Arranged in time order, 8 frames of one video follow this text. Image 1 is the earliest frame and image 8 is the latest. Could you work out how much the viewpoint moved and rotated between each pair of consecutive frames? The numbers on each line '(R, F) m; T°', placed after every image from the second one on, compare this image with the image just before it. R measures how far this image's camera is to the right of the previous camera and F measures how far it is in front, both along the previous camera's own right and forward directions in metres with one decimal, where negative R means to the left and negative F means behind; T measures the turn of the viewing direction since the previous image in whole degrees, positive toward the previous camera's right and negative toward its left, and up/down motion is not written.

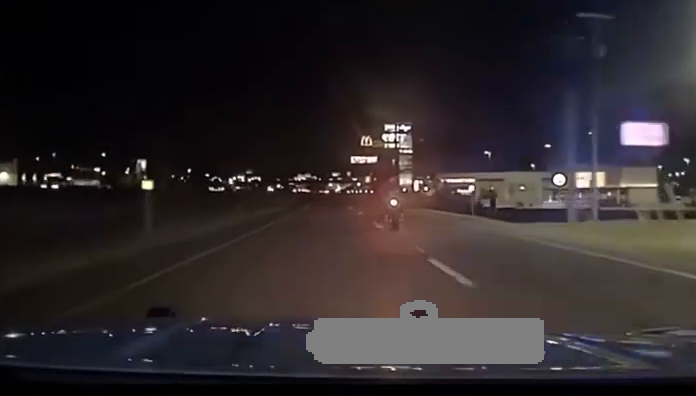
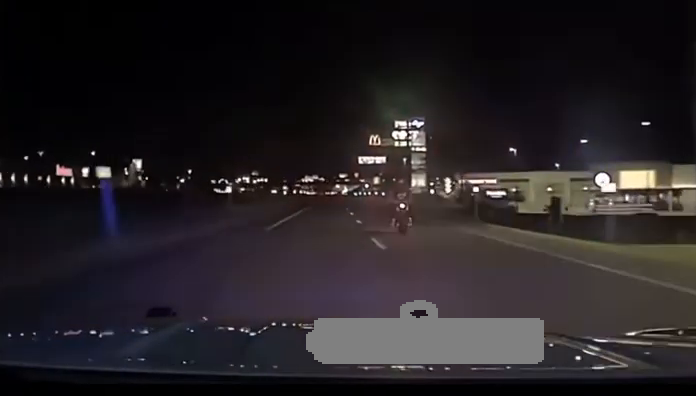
(0.0, +17.7) m; 0°
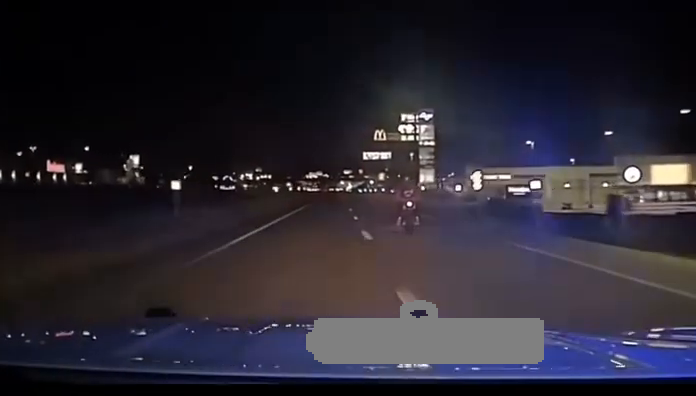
(0.0, +9.7) m; 0°
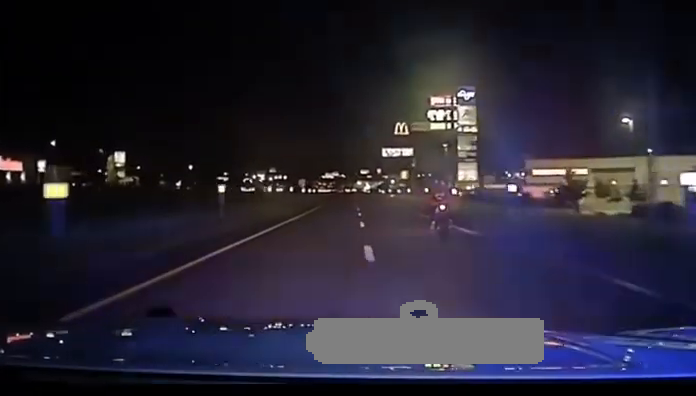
(-0.5, +40.0) m; -1°
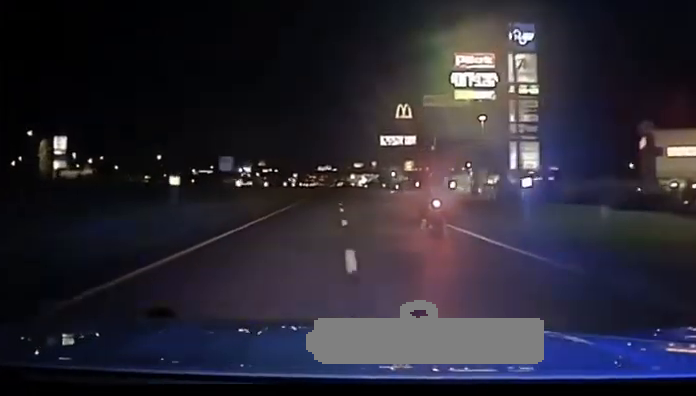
(-0.4, +54.8) m; -1°
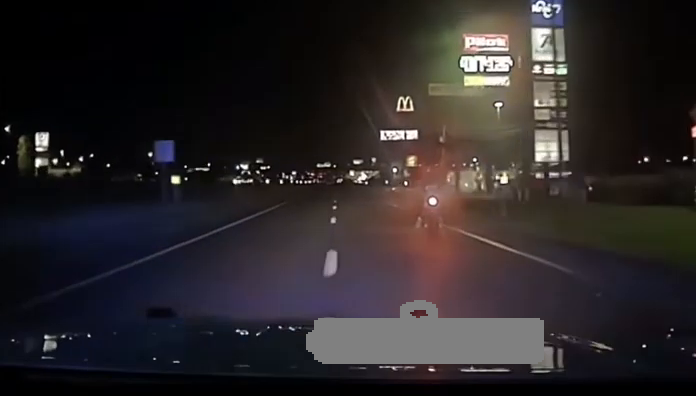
(+0.1, +13.3) m; 0°
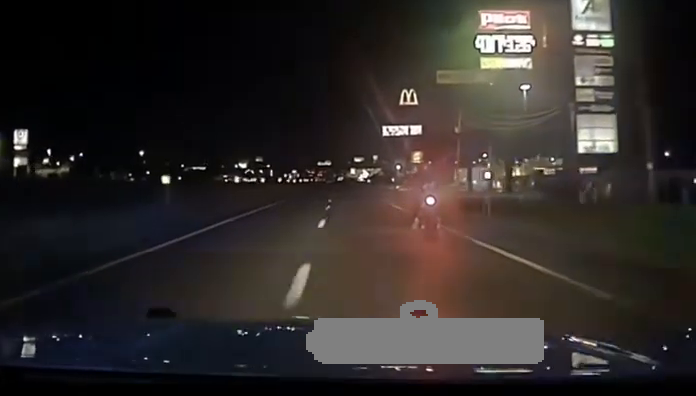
(+0.1, +15.3) m; +1°
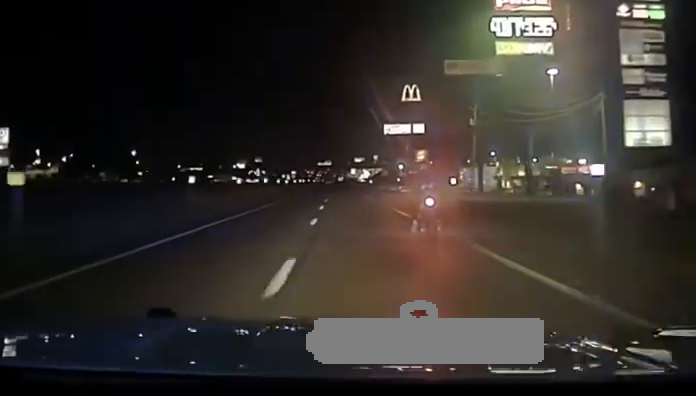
(+0.1, +10.4) m; 0°
